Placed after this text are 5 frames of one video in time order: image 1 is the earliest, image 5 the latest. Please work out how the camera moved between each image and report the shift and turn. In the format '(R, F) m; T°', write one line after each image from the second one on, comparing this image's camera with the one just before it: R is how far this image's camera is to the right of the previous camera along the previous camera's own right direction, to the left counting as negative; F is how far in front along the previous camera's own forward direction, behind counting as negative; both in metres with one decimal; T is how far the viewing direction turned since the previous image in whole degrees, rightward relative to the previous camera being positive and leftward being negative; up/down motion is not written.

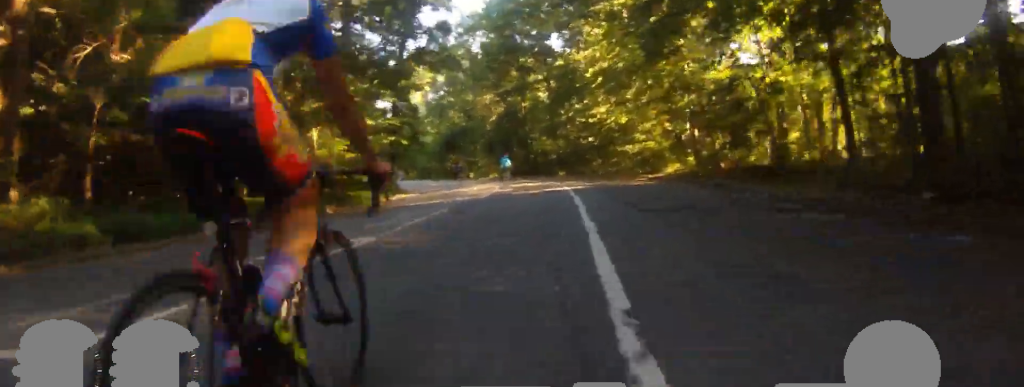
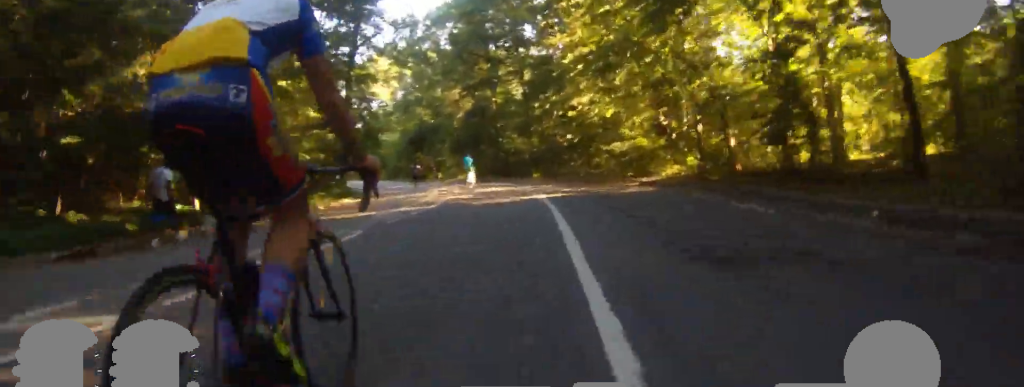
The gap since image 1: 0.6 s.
(0.0, +5.0) m; 0°
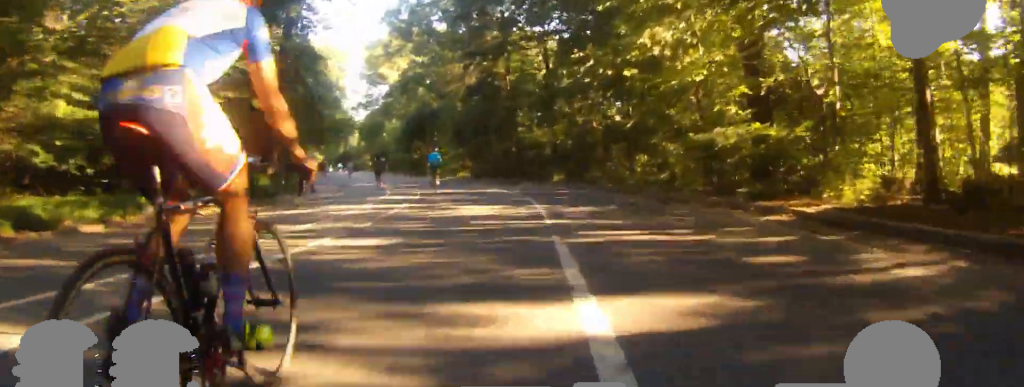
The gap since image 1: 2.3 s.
(-0.1, +12.8) m; -3°
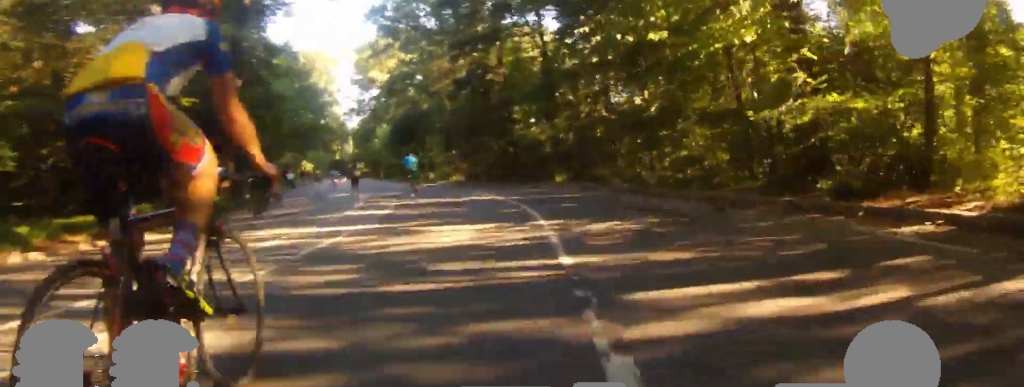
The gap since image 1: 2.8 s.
(+0.1, +3.9) m; -4°
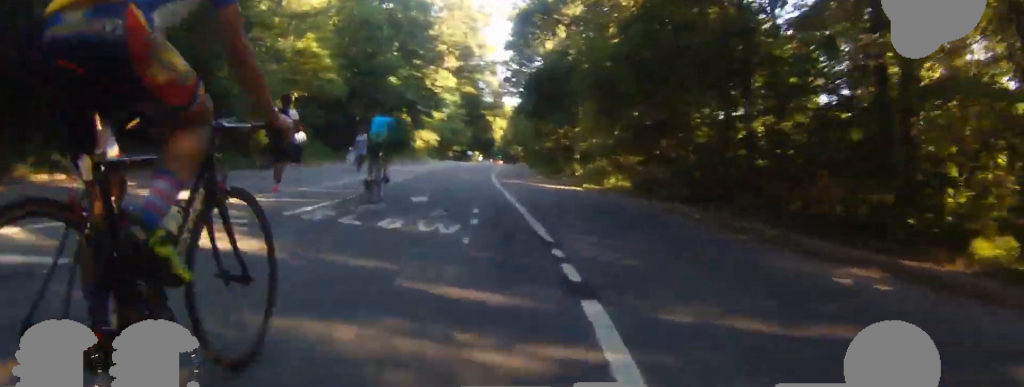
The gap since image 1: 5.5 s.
(-3.2, +22.3) m; -9°
